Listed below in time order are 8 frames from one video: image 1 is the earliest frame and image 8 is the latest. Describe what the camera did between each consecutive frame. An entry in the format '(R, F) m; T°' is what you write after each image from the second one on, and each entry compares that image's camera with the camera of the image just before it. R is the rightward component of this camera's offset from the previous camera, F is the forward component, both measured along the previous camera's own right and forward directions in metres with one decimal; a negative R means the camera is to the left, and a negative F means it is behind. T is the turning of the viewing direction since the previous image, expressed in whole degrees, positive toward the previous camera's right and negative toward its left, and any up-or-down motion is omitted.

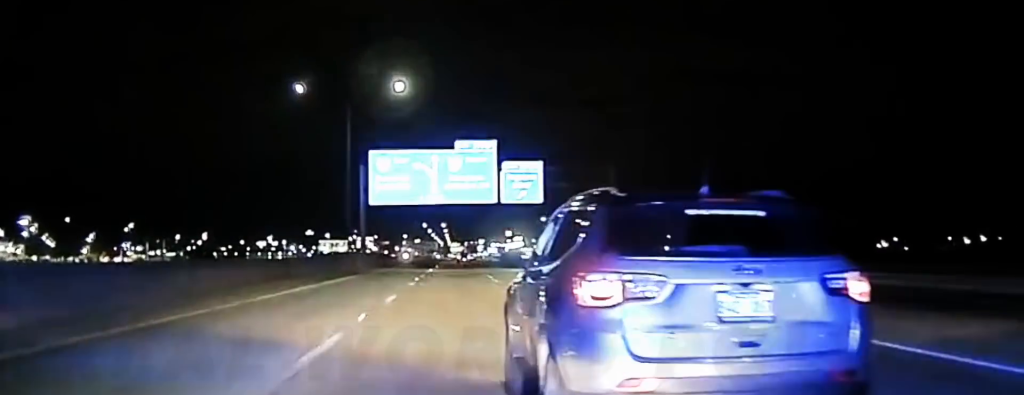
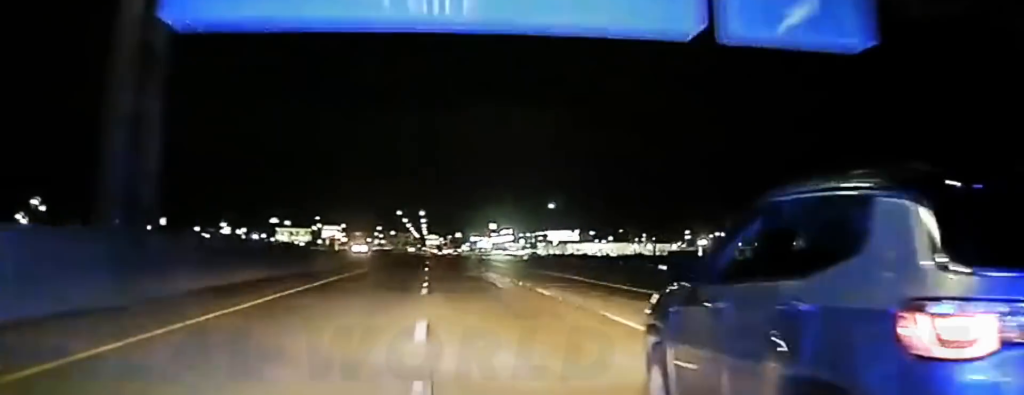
(+0.9, +55.7) m; +2°
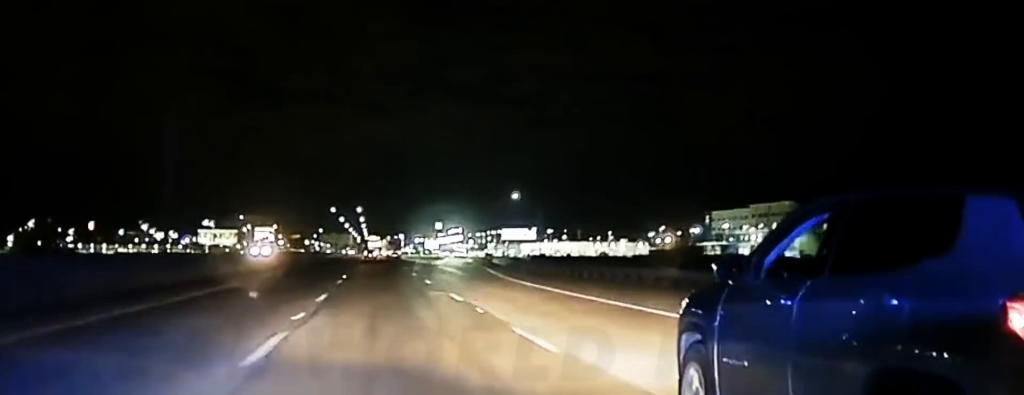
(+0.6, +36.7) m; +1°
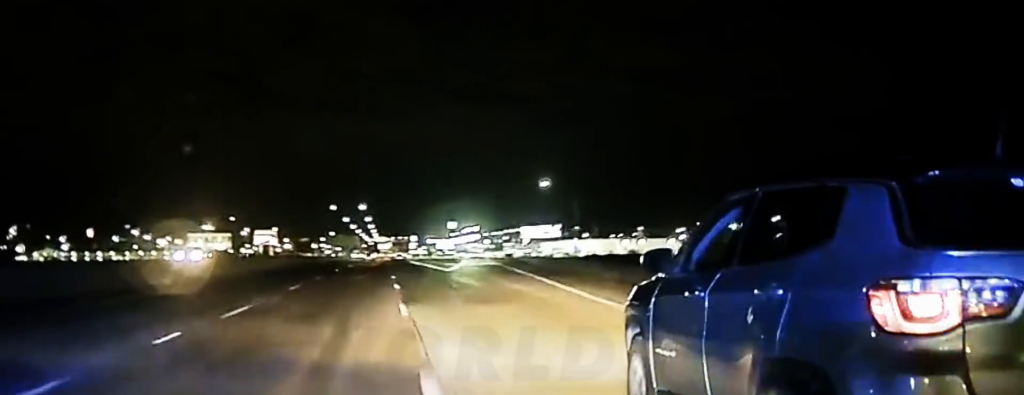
(+0.1, +29.3) m; 0°
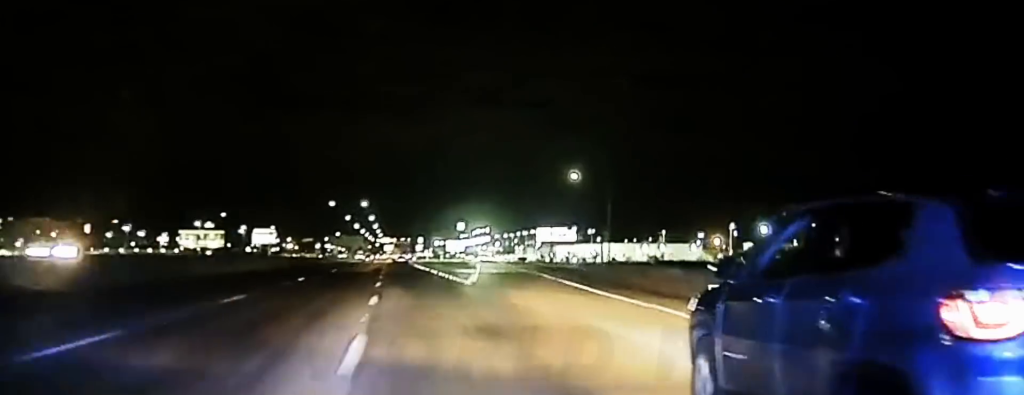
(+0.1, +22.2) m; 0°
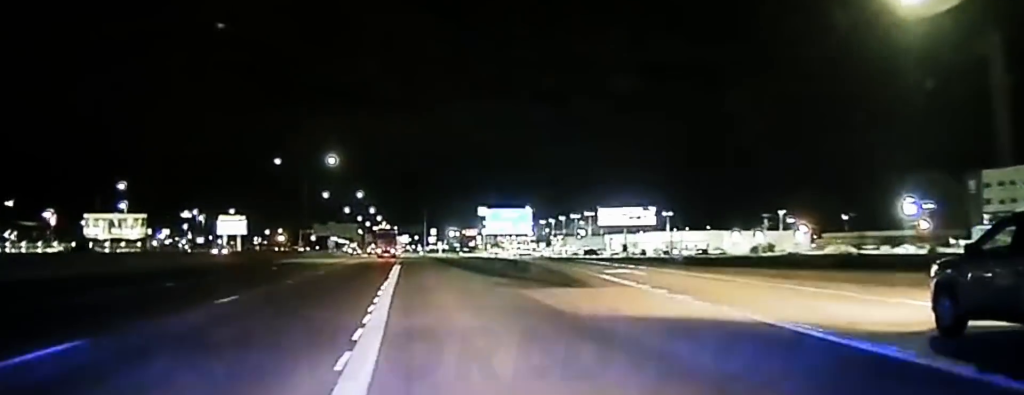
(-1.5, +90.6) m; -2°
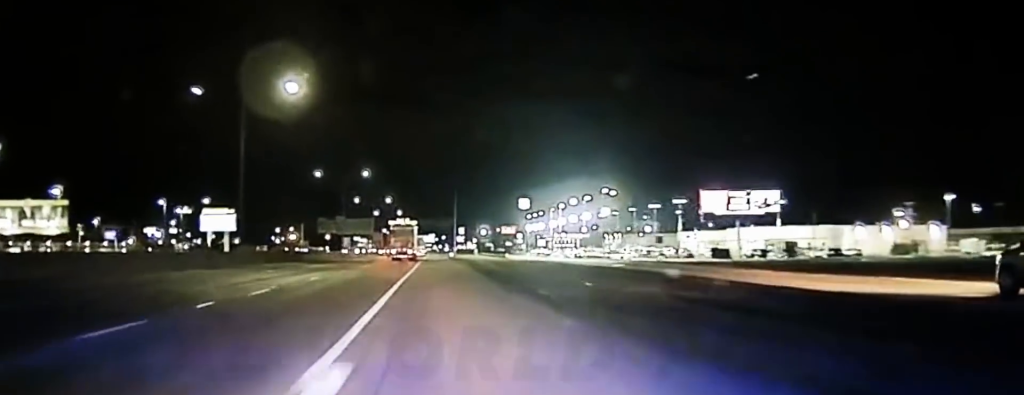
(-0.7, +56.4) m; -1°
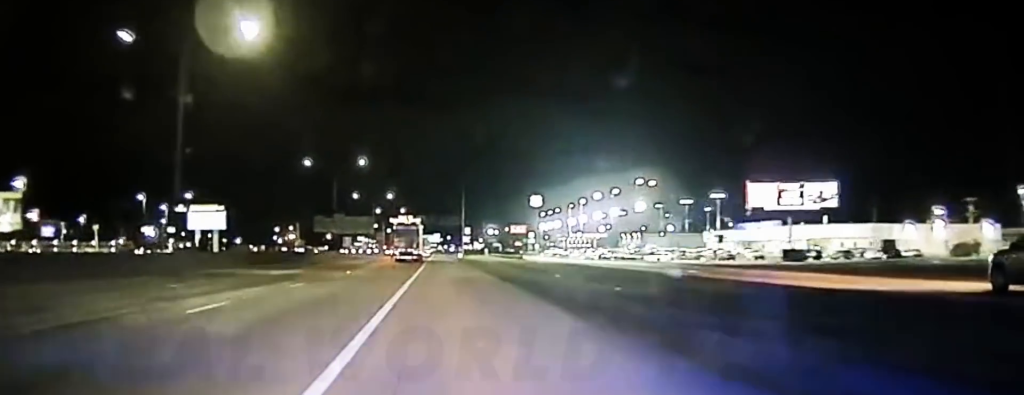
(0.0, +18.1) m; 0°
